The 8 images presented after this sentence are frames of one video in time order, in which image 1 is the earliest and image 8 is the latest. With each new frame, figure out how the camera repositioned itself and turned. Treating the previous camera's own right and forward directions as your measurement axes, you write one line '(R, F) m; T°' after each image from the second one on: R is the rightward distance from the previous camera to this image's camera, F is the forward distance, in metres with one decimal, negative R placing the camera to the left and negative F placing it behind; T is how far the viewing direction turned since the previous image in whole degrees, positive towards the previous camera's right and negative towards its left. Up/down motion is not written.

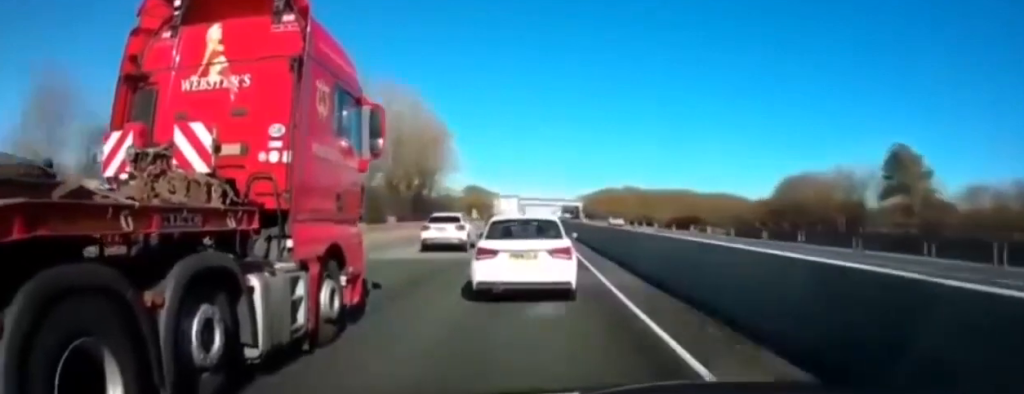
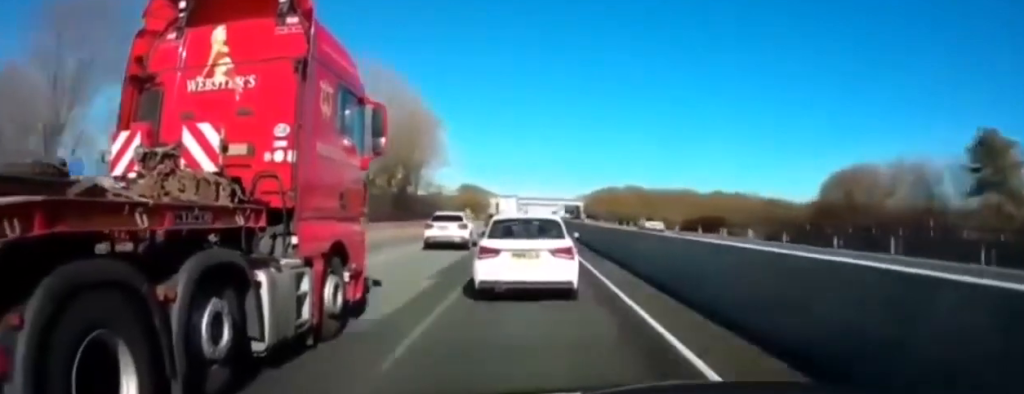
(0.0, +11.6) m; 0°
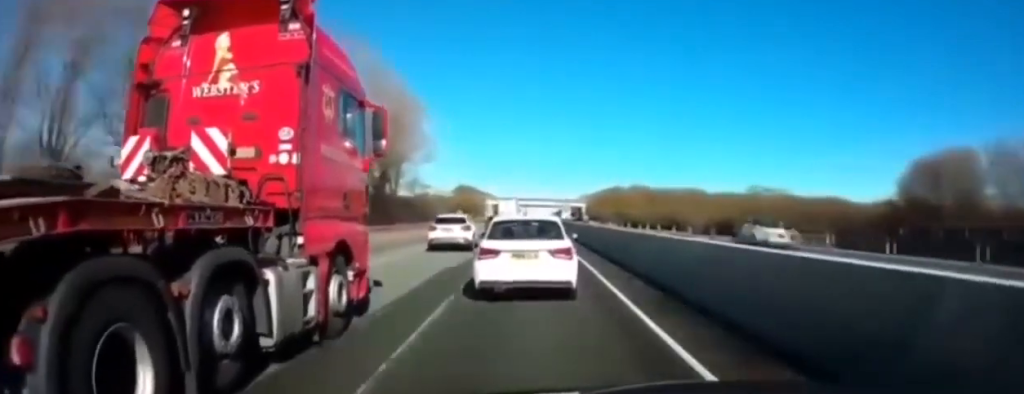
(+0.1, +13.0) m; 0°
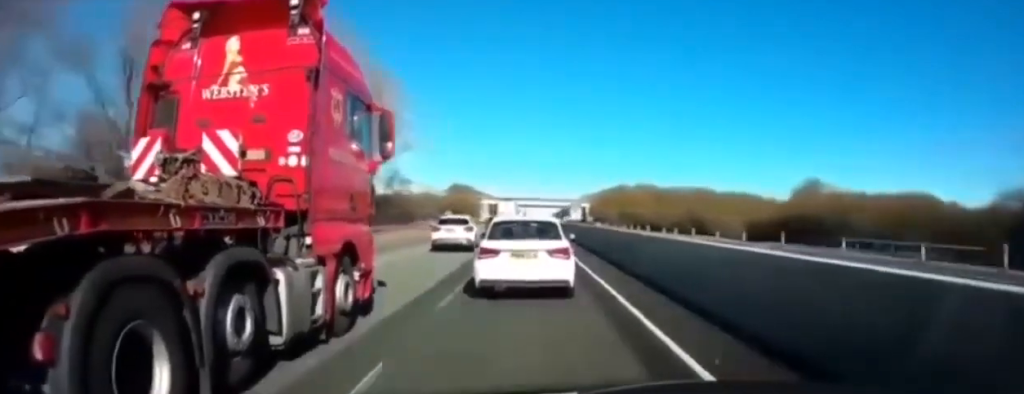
(+0.1, +15.0) m; 0°
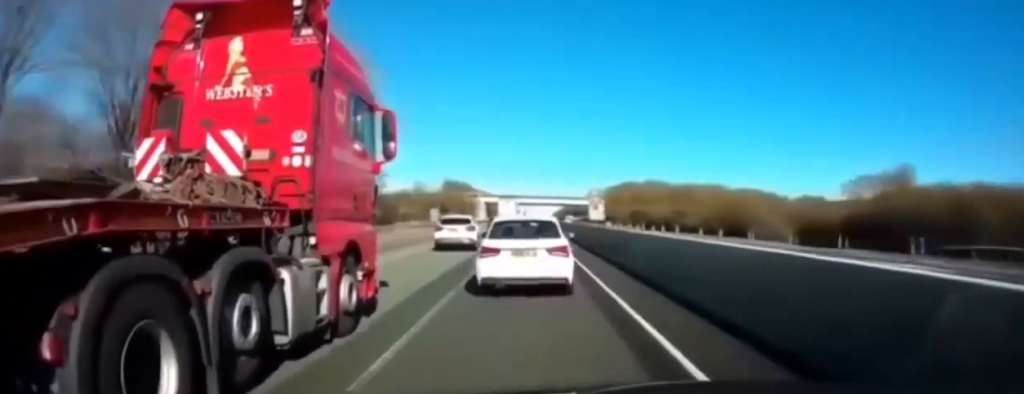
(-0.2, +13.7) m; 0°
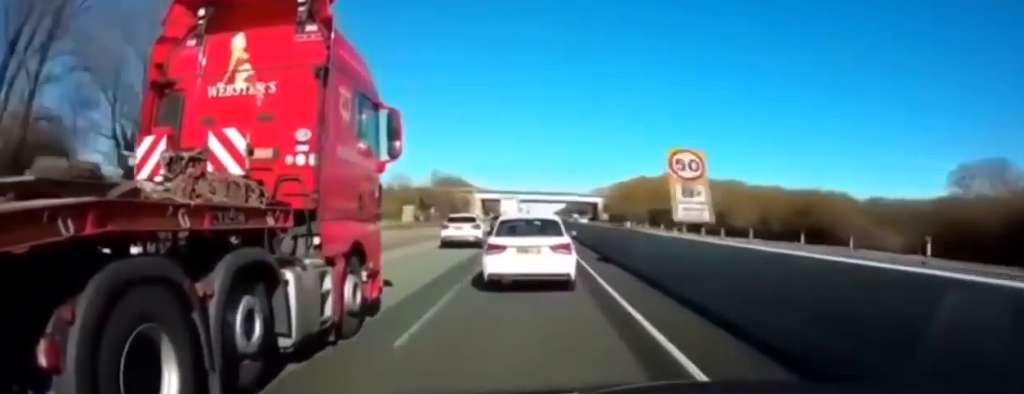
(0.0, +18.5) m; 0°
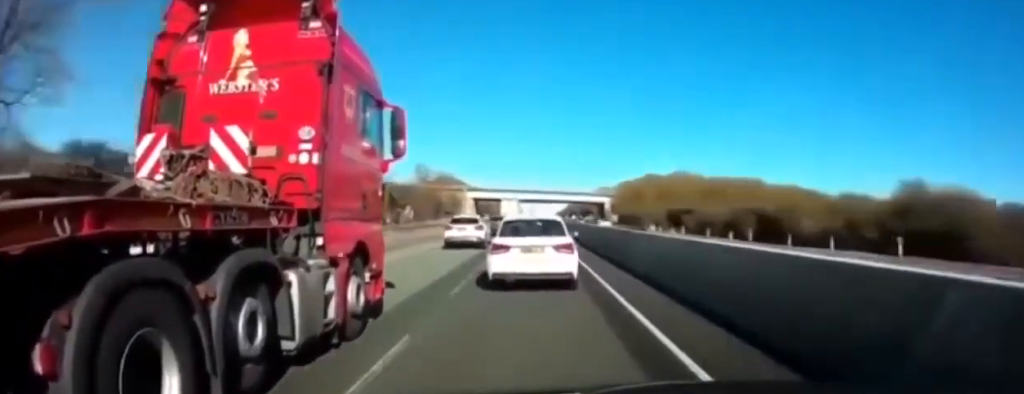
(0.0, +16.7) m; 0°
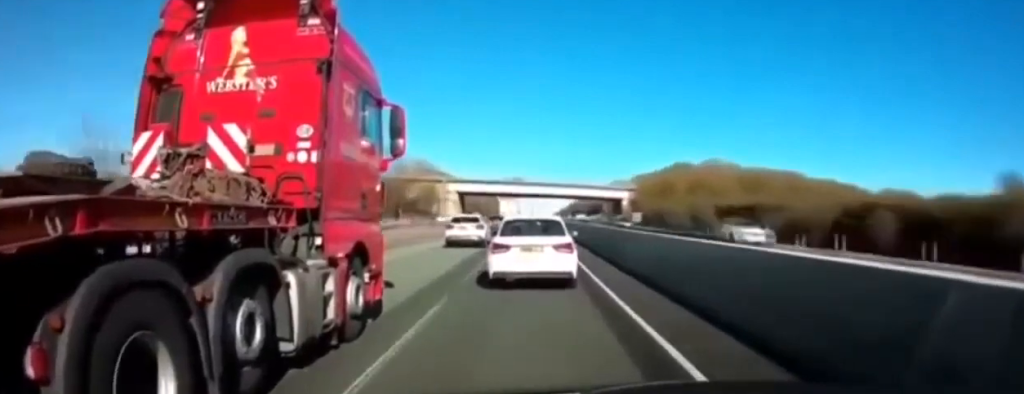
(-0.2, +28.3) m; 0°
